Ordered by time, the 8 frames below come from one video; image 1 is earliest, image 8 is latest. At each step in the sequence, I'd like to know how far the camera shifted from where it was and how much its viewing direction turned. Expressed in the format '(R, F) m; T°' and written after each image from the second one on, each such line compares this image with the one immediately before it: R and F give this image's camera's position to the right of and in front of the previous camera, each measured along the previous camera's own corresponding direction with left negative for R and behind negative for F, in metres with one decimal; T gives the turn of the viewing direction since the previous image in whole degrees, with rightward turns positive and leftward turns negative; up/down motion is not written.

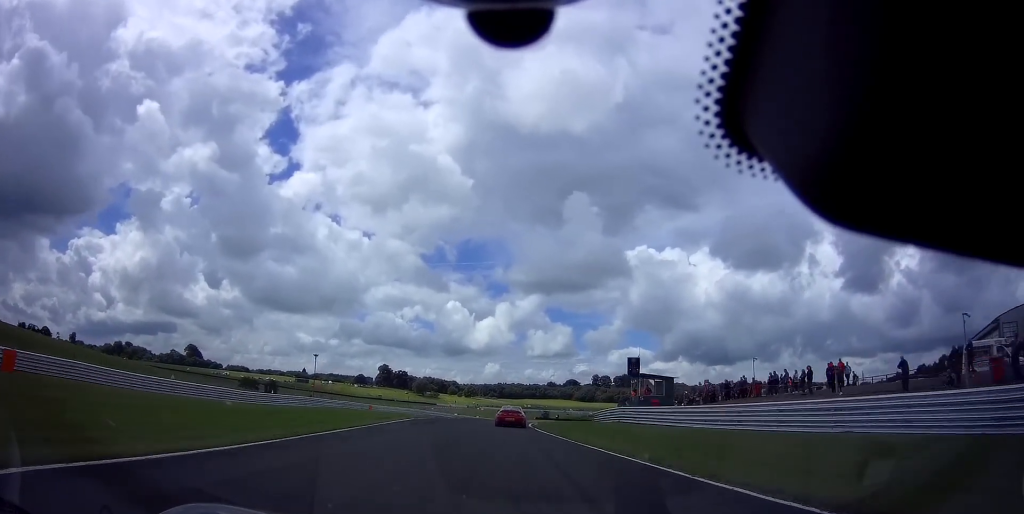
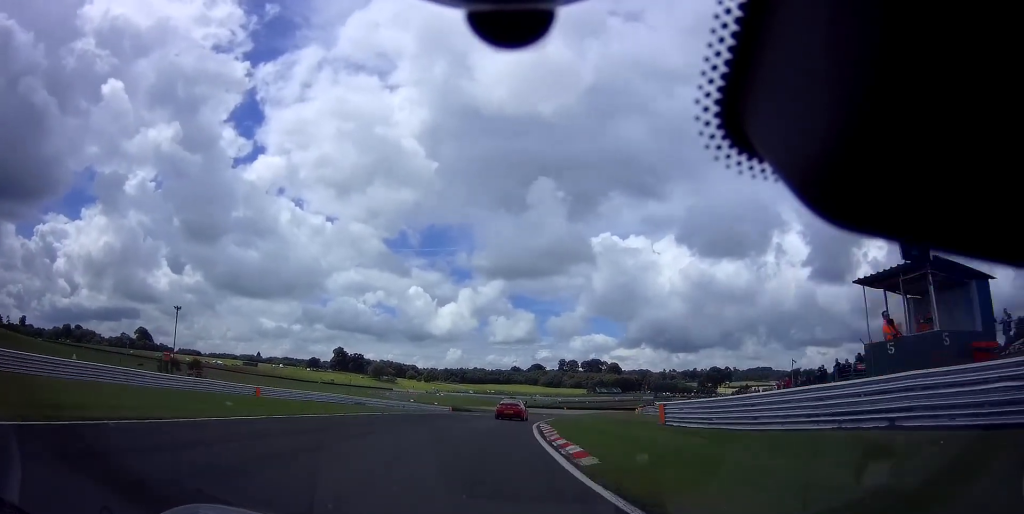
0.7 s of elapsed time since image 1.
(+0.1, +28.7) m; +3°
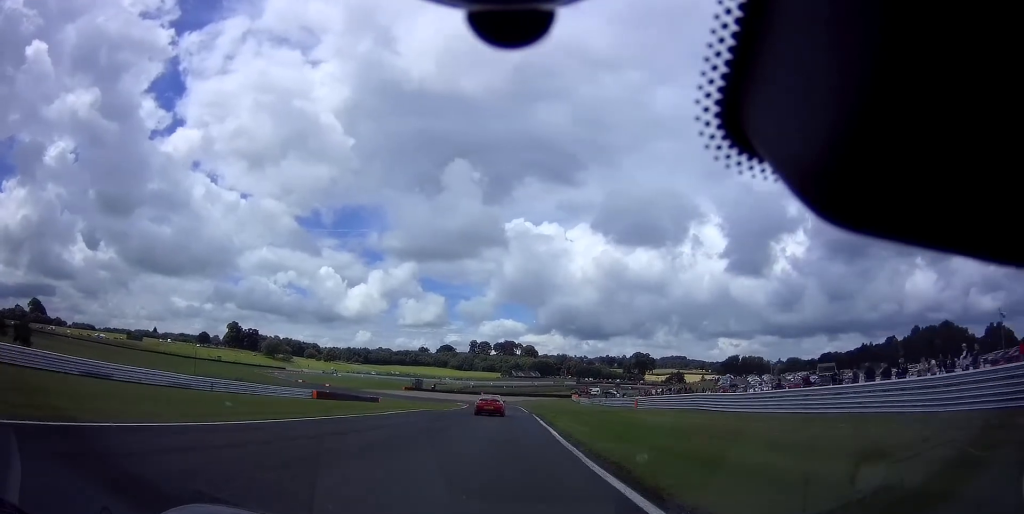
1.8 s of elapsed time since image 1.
(+2.3, +39.9) m; +6°
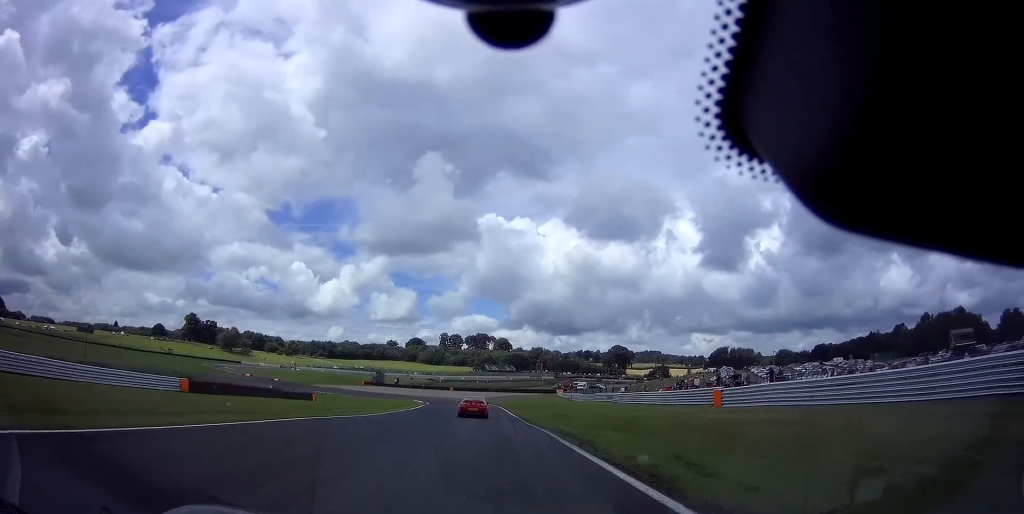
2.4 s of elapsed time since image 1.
(+1.3, +24.4) m; +3°
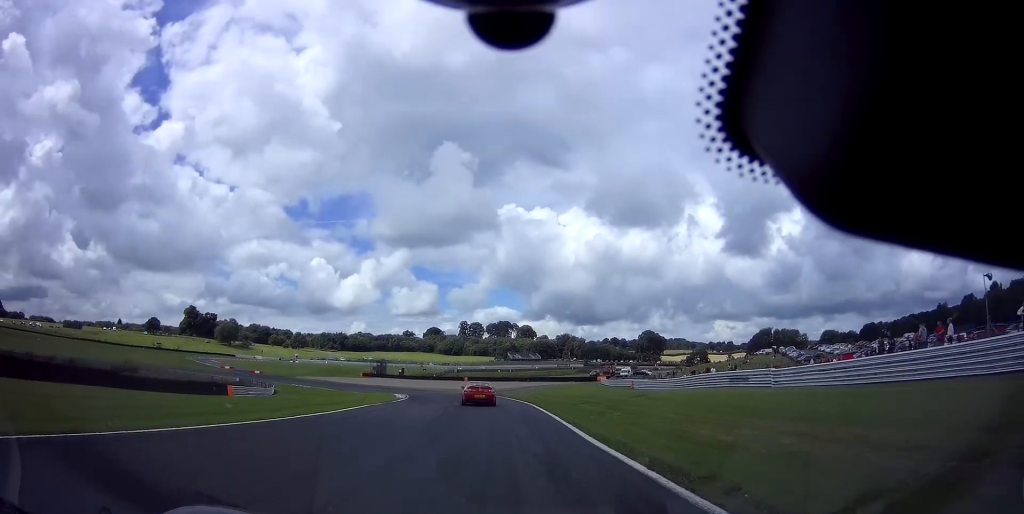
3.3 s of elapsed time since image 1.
(+0.8, +30.7) m; +1°
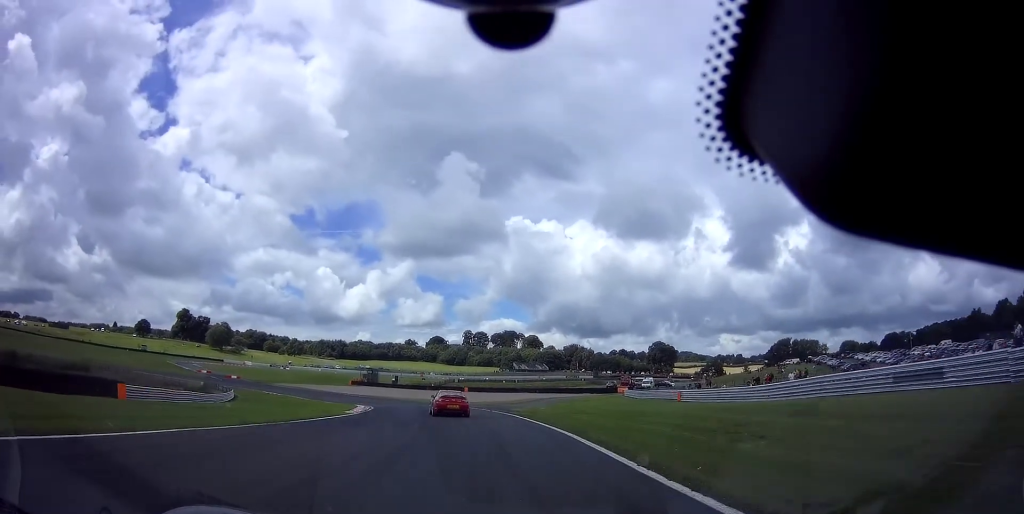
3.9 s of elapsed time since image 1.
(+0.3, +17.0) m; -1°
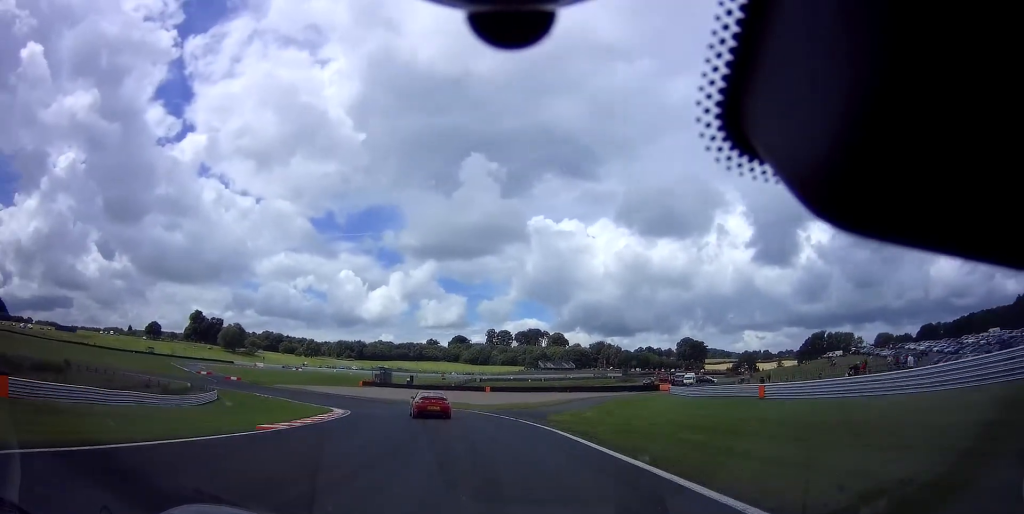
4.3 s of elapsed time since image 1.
(-0.4, +12.5) m; -4°
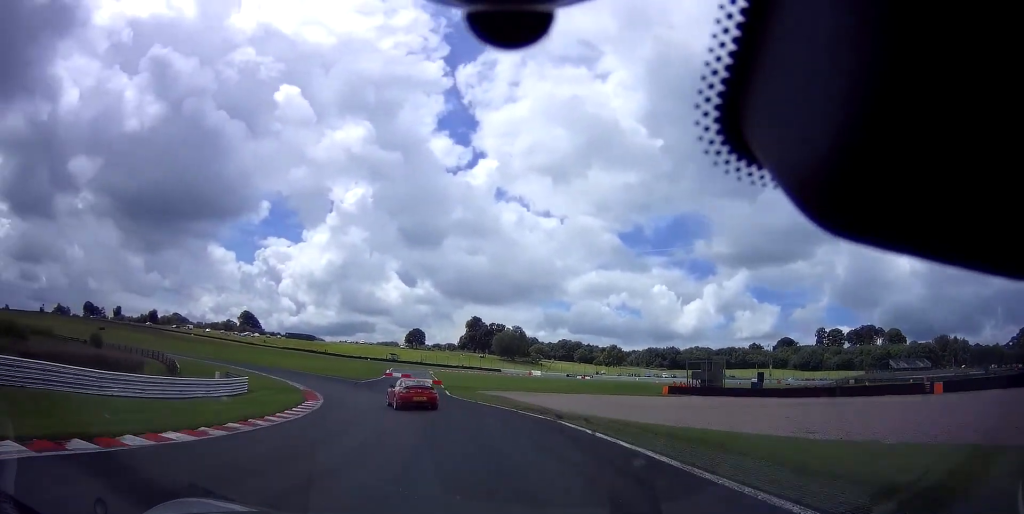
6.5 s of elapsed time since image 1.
(-13.3, +57.2) m; -33°
